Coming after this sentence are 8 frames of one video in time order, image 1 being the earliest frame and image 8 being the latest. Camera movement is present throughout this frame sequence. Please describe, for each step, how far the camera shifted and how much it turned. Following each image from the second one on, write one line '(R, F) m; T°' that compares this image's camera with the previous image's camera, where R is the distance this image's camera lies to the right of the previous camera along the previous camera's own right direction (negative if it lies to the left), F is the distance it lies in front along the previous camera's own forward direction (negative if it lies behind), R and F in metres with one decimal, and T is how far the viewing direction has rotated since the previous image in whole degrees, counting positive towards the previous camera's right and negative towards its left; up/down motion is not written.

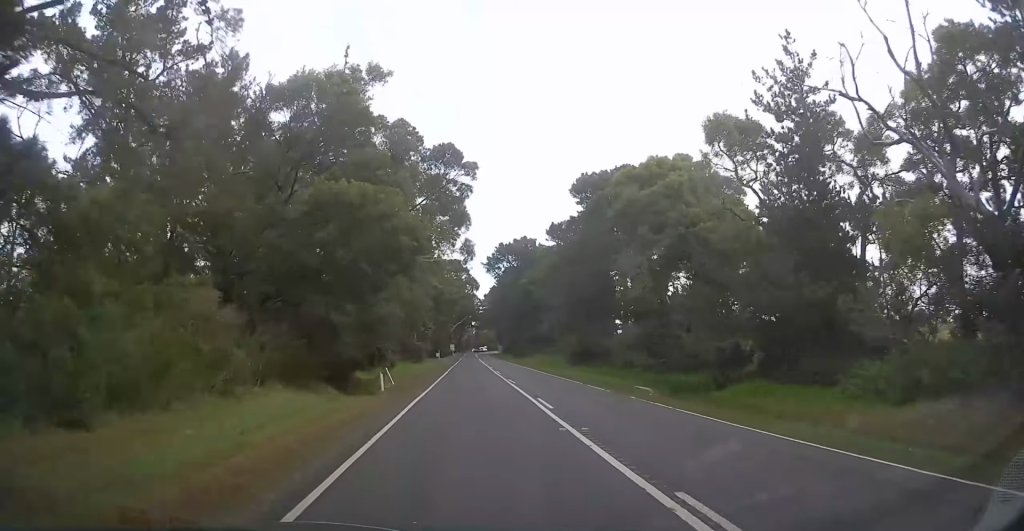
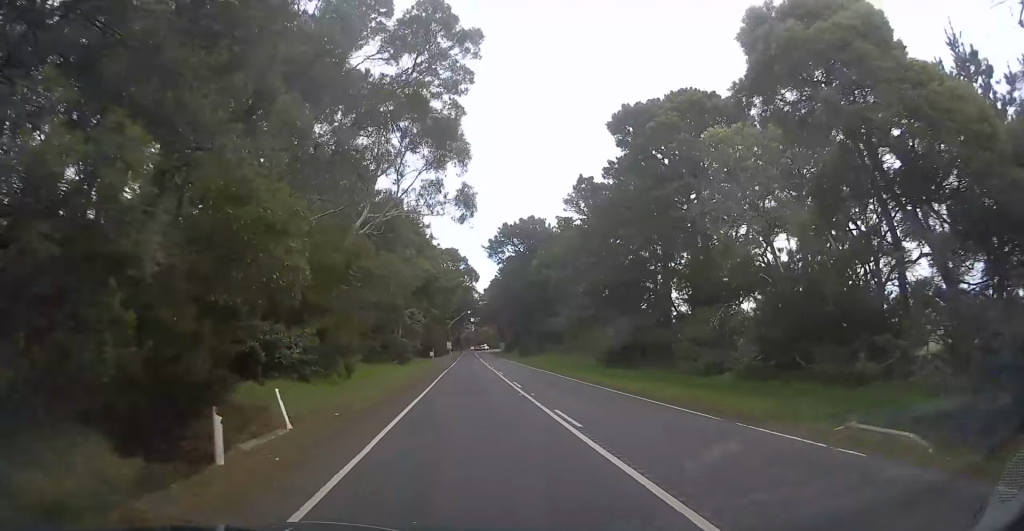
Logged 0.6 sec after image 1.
(+0.1, +15.5) m; -1°
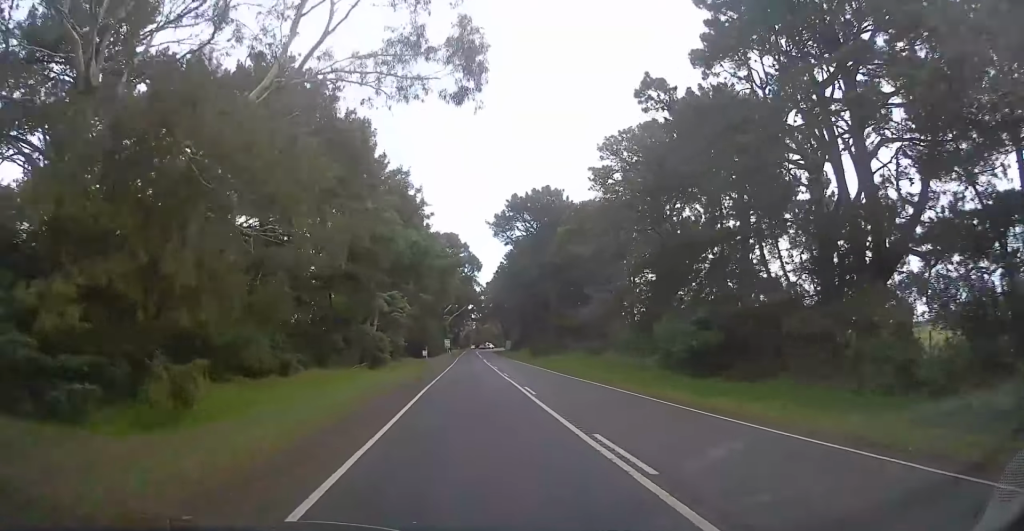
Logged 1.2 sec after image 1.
(-0.5, +15.9) m; +1°
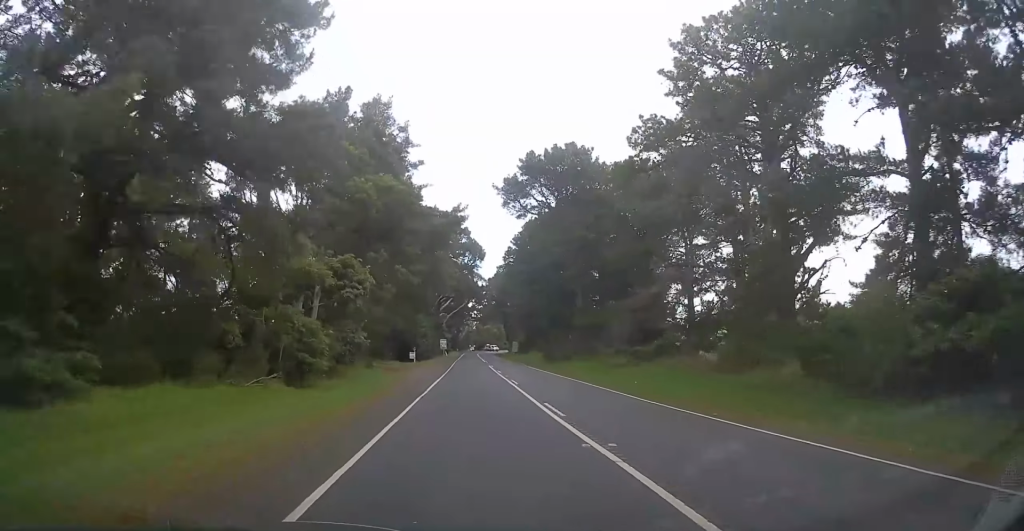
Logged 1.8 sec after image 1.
(+0.1, +18.1) m; +1°
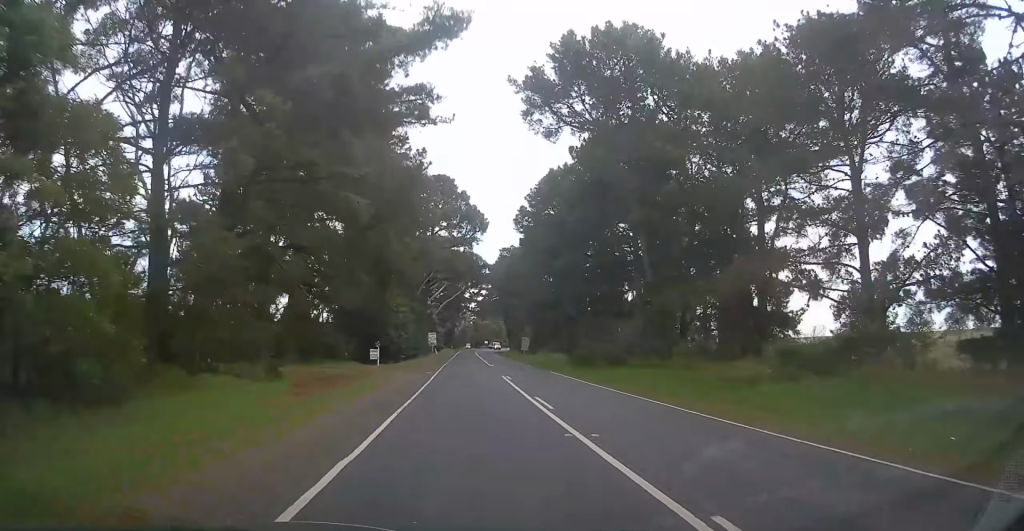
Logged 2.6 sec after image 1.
(+0.7, +22.4) m; +1°
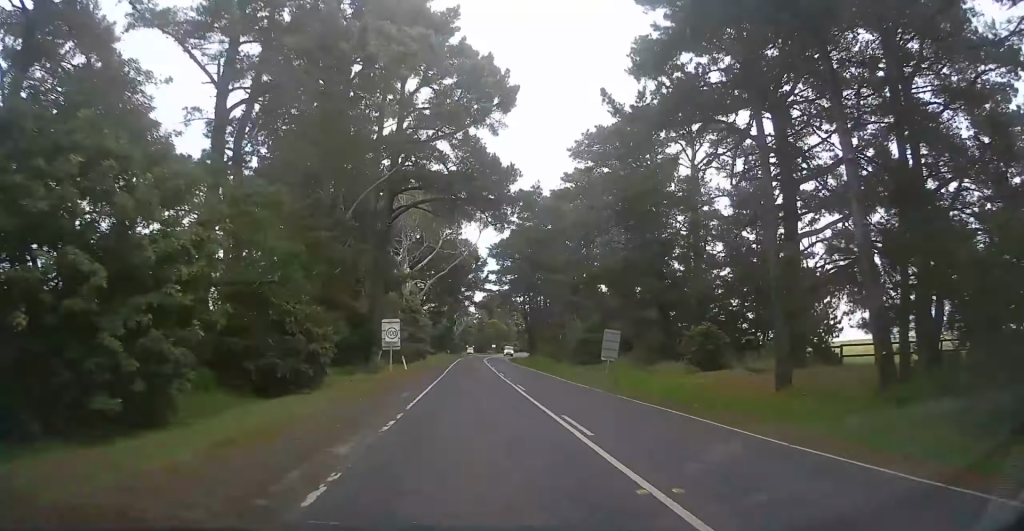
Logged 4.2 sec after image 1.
(-1.0, +44.2) m; -1°
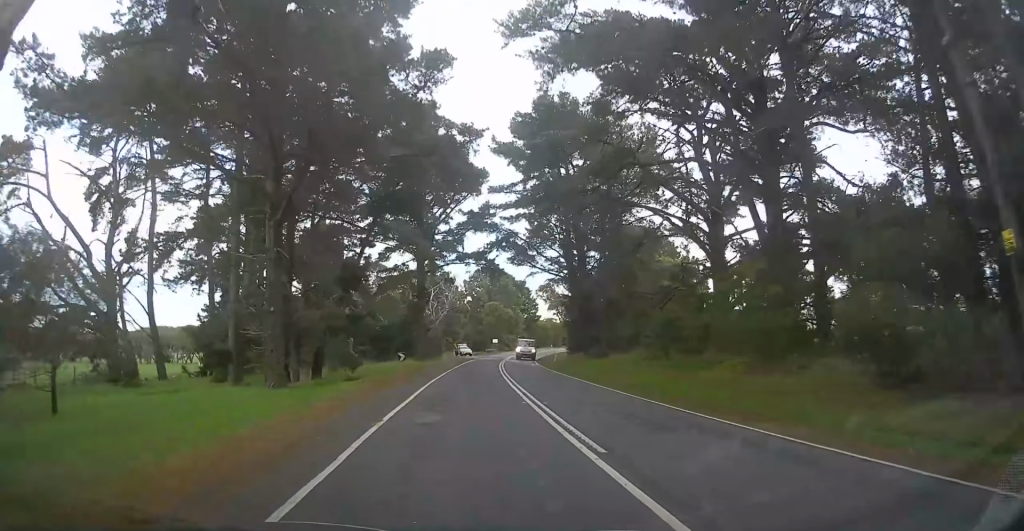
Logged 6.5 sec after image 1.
(+0.1, +62.5) m; +1°
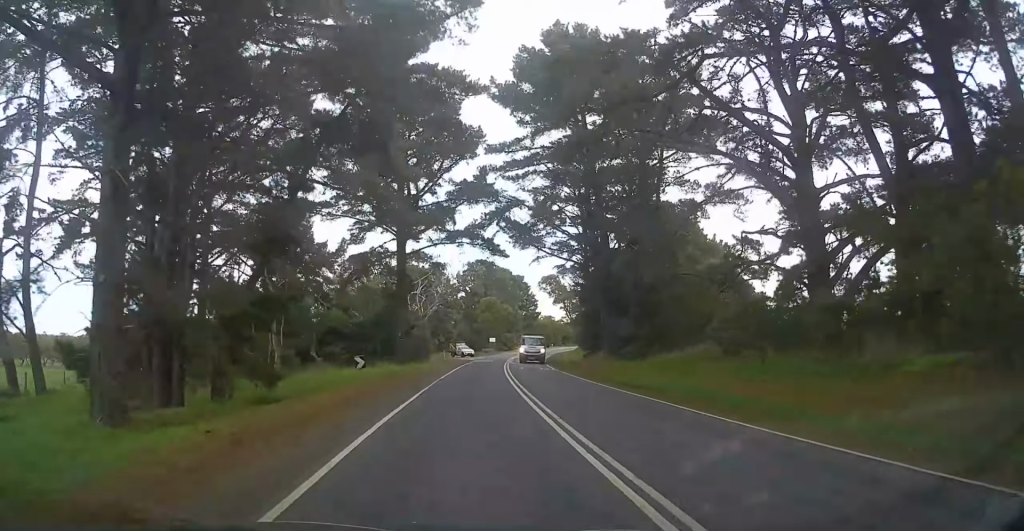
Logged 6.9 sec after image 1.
(+0.4, +12.5) m; +1°
